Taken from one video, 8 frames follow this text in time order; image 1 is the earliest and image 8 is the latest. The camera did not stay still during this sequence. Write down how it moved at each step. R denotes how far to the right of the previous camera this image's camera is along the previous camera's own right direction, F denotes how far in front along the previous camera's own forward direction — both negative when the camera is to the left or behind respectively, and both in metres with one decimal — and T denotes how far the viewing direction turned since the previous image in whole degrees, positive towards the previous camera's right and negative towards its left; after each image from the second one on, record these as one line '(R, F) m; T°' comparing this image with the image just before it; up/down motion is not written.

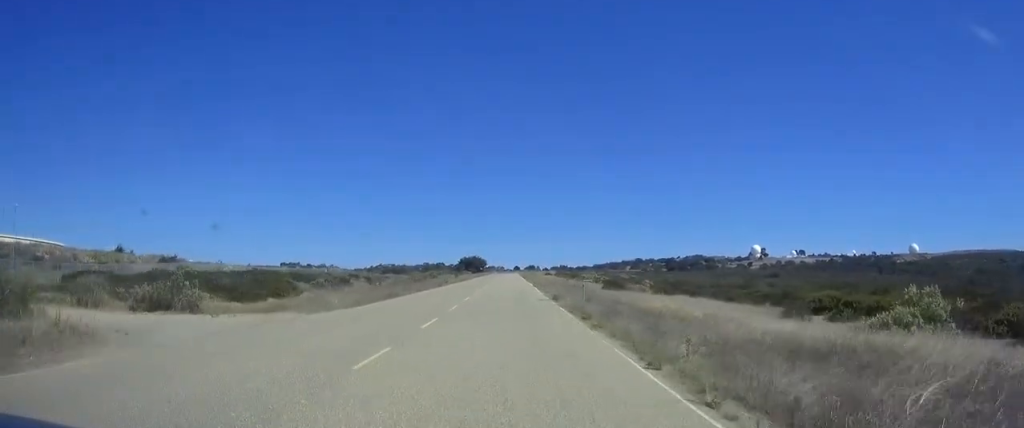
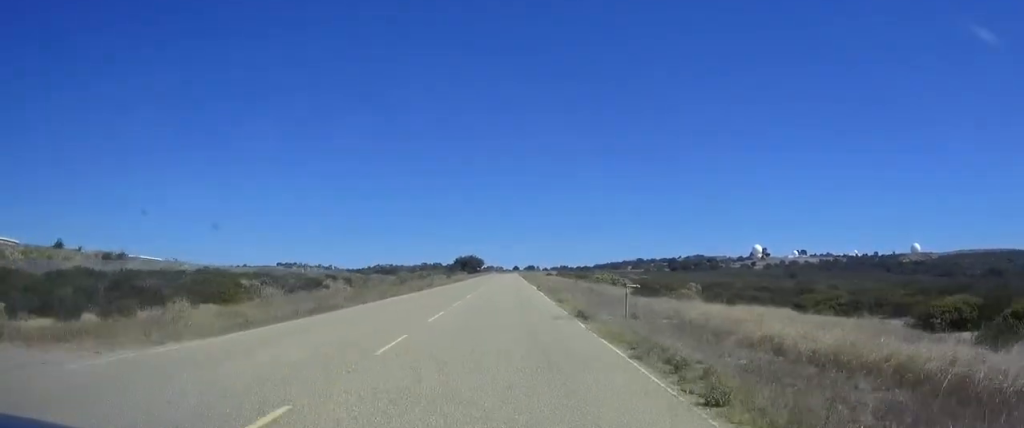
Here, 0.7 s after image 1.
(0.0, +12.1) m; 0°
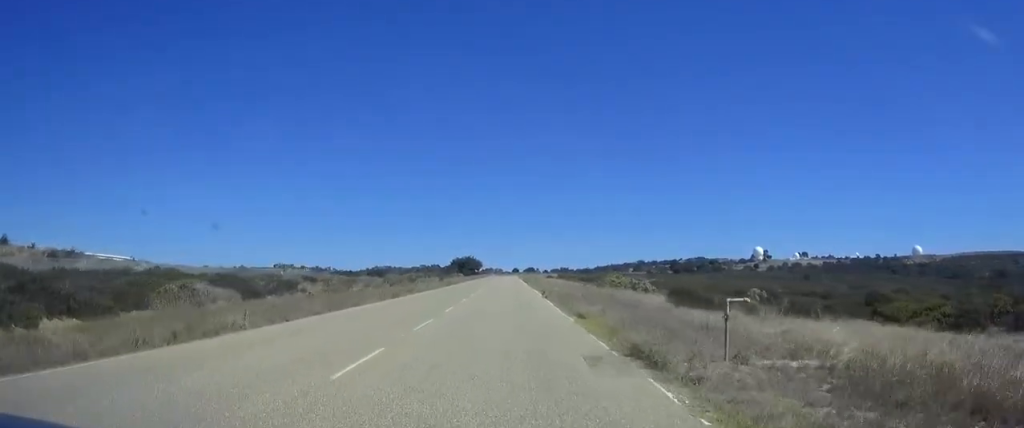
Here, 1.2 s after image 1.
(-0.1, +9.2) m; 0°
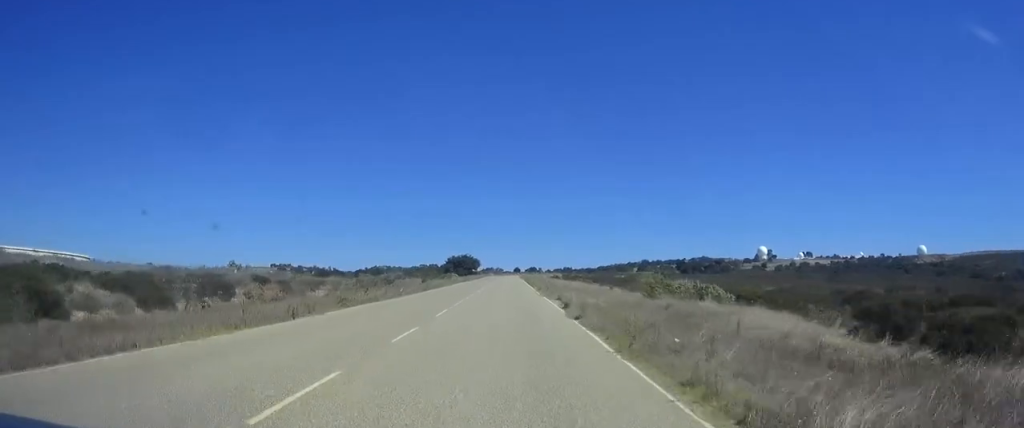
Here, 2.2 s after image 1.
(+0.1, +16.3) m; 0°
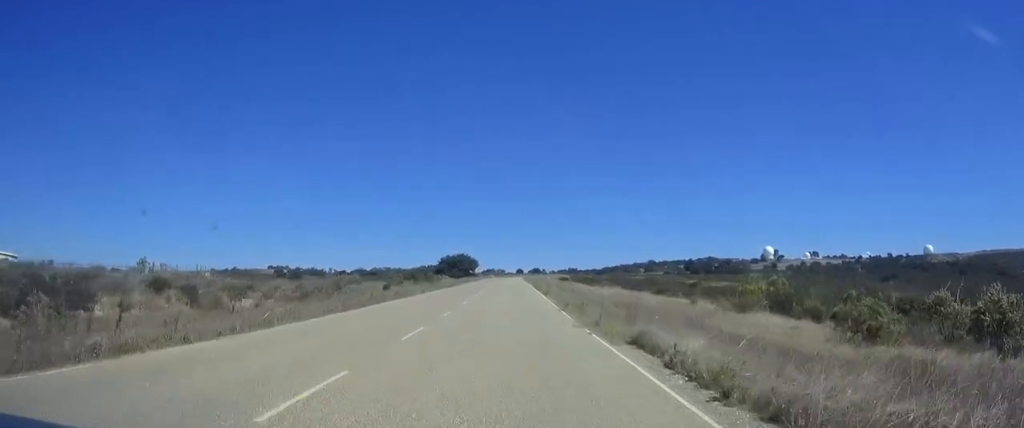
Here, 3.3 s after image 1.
(+0.1, +20.8) m; 0°
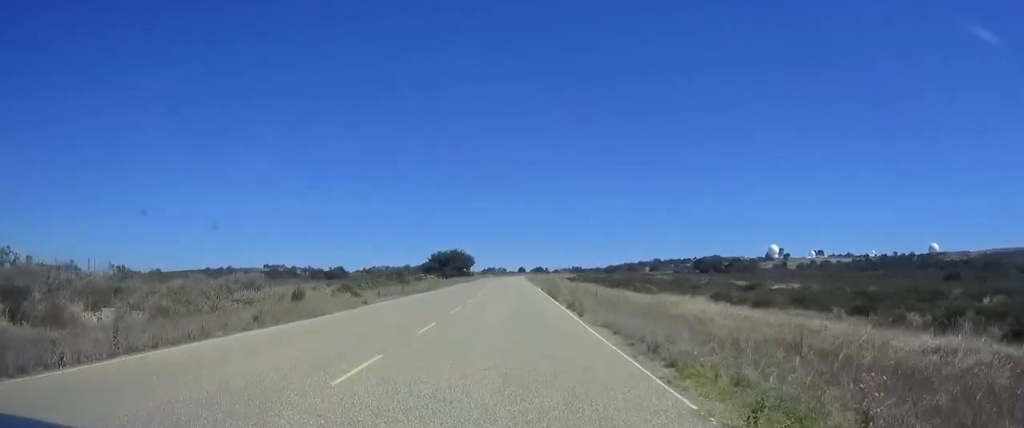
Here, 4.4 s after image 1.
(-0.1, +19.4) m; 0°
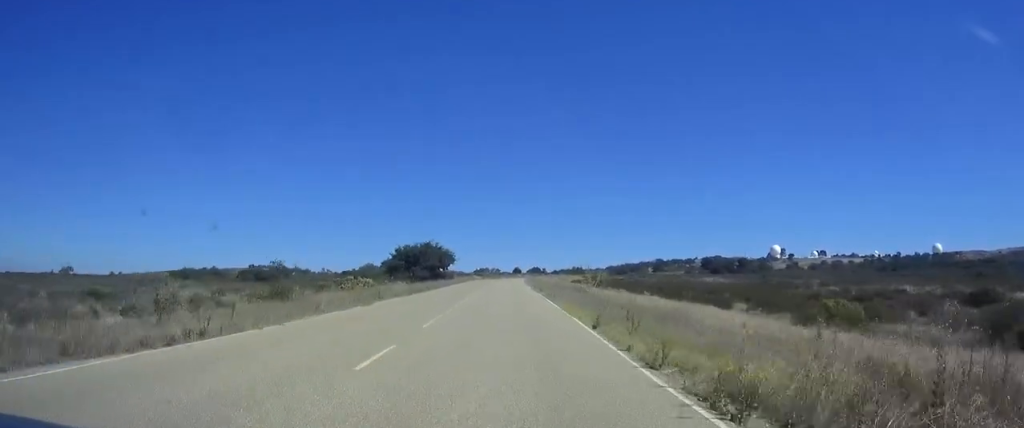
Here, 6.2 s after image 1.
(+0.1, +33.2) m; 0°
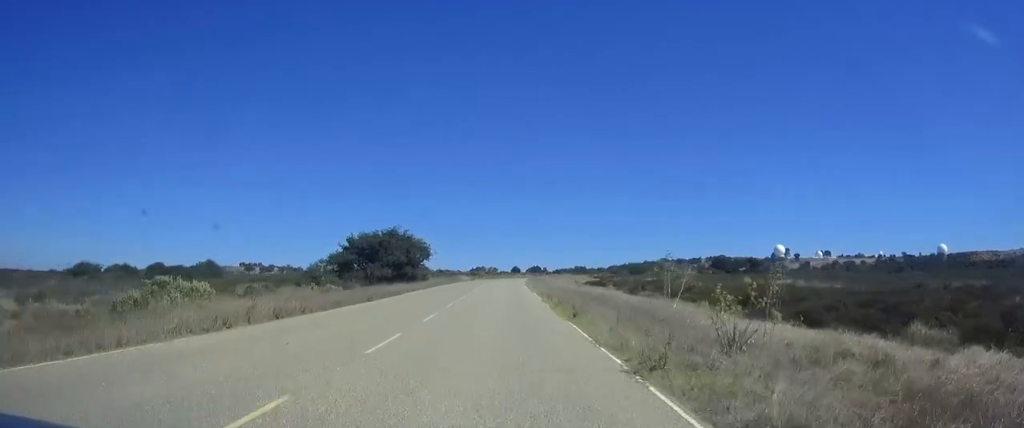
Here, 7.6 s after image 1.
(0.0, +25.9) m; -1°
